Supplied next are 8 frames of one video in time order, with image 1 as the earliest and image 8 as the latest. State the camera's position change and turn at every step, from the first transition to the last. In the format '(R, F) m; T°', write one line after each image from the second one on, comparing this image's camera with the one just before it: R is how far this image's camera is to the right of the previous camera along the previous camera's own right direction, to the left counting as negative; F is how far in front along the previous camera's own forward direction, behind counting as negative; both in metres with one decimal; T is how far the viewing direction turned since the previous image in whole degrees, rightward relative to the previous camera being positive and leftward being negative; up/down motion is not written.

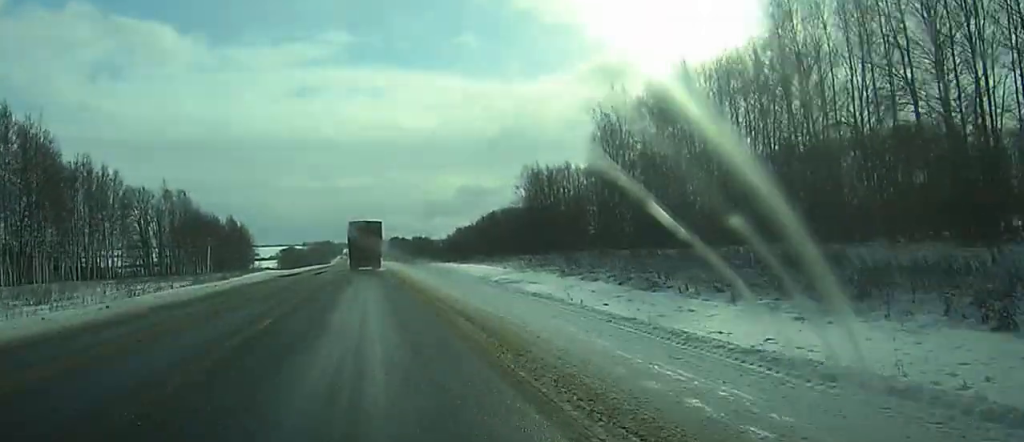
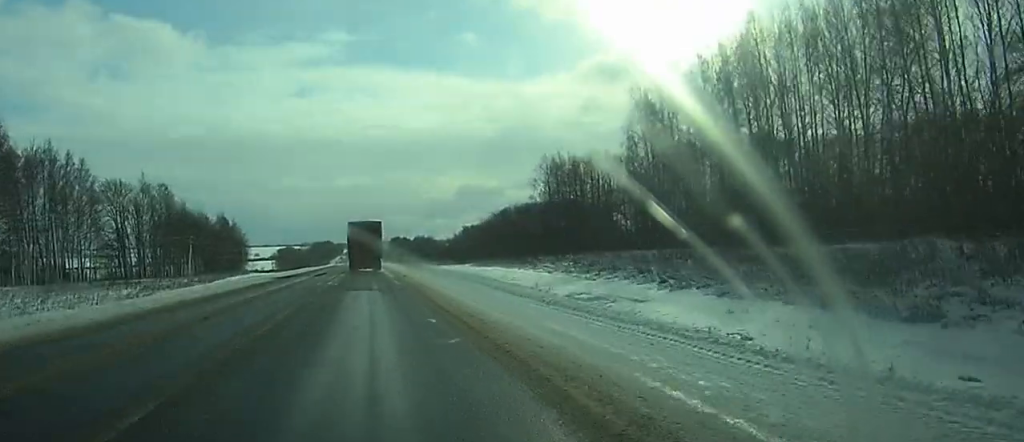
(0.0, +22.3) m; 0°
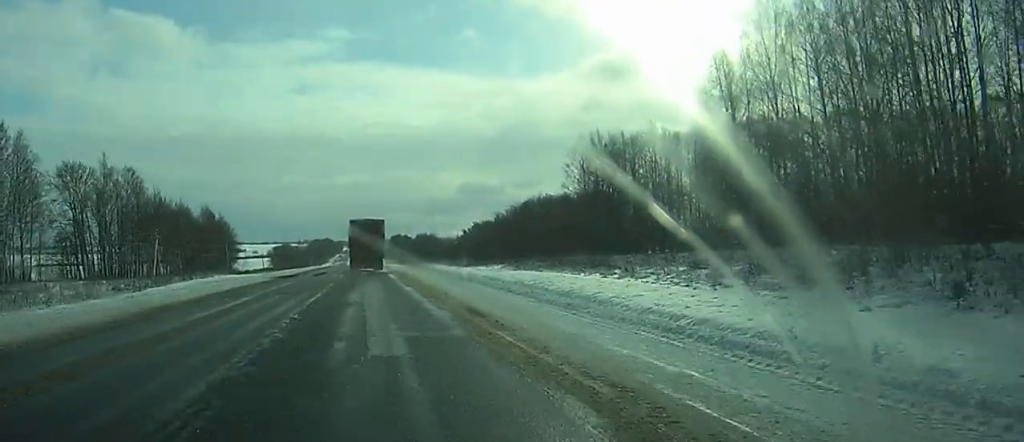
(-0.2, +30.3) m; +1°
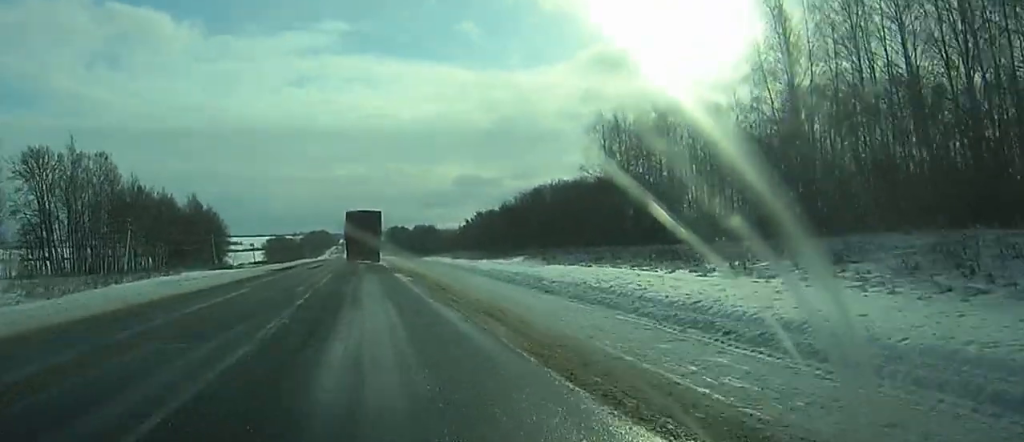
(+0.4, +16.8) m; -1°
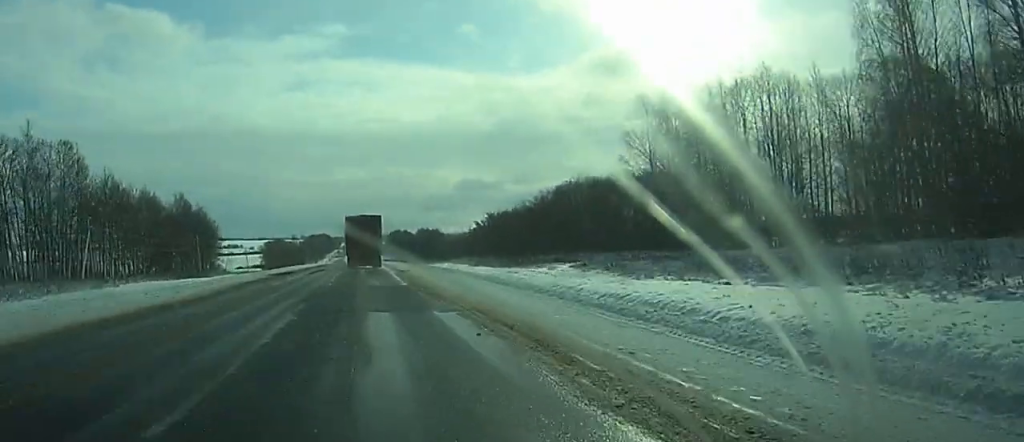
(-0.5, +21.7) m; -1°
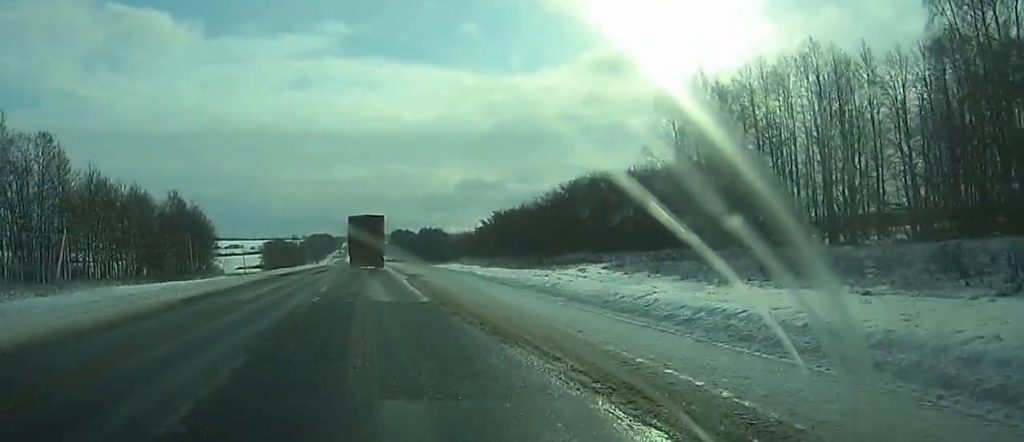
(-0.4, +10.5) m; -1°
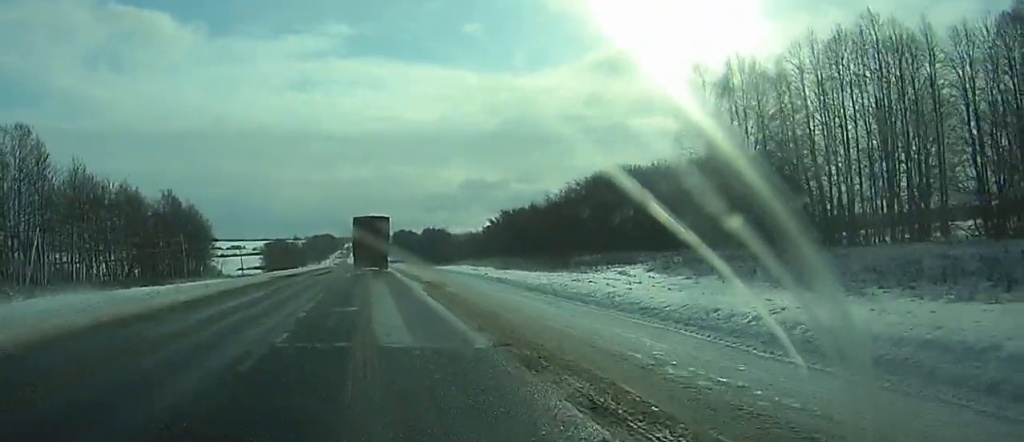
(+0.3, +10.4) m; +1°
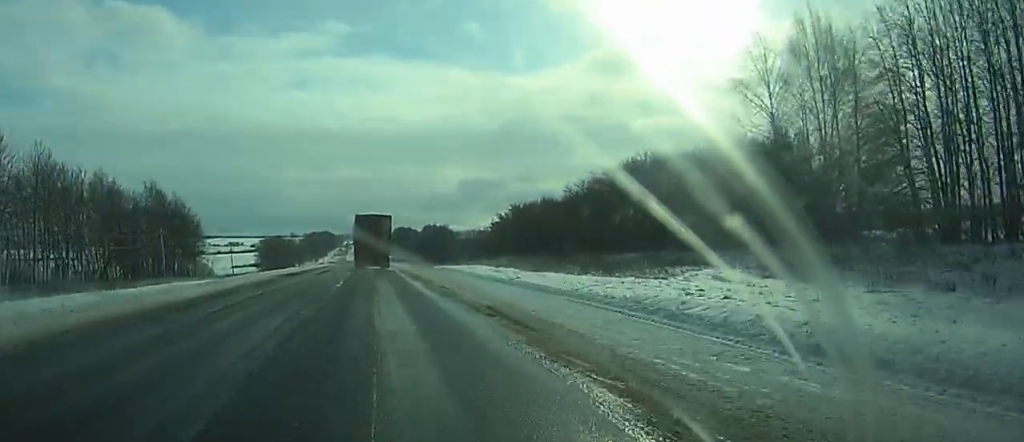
(+0.3, +17.6) m; +1°
